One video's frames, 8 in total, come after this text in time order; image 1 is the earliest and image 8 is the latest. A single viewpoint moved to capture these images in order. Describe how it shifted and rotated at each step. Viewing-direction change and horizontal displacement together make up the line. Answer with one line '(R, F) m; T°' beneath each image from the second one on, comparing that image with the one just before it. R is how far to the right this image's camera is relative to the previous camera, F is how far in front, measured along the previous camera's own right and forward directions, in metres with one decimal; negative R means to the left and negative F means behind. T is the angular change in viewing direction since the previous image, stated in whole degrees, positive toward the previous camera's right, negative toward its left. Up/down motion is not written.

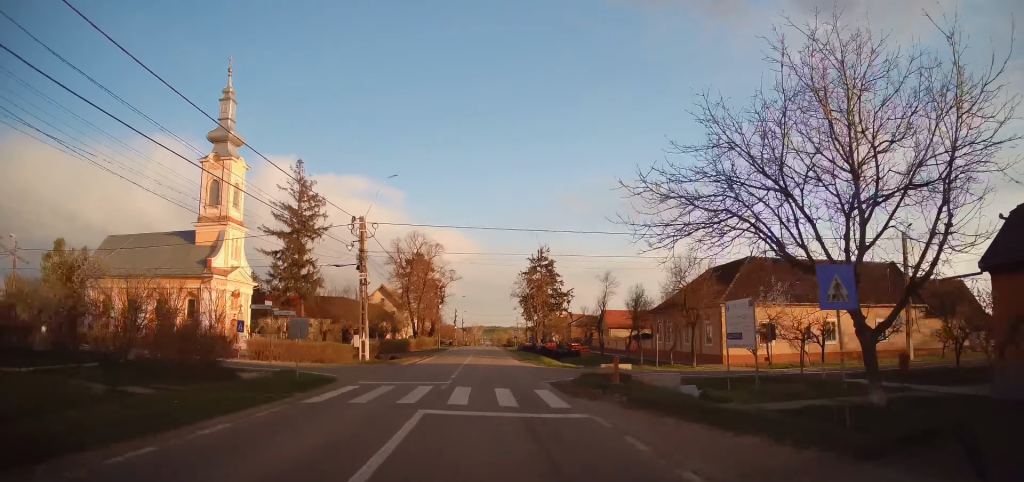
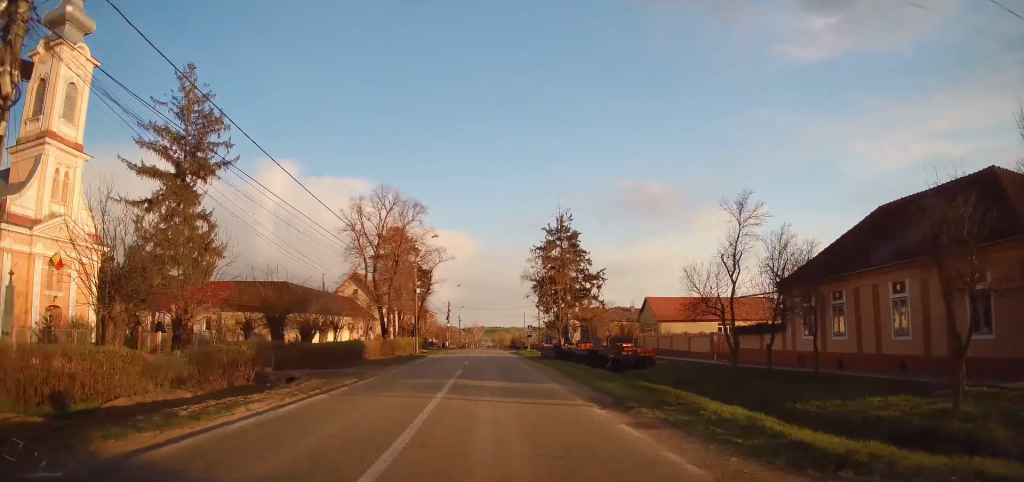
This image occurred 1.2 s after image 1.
(+0.1, +24.4) m; 0°
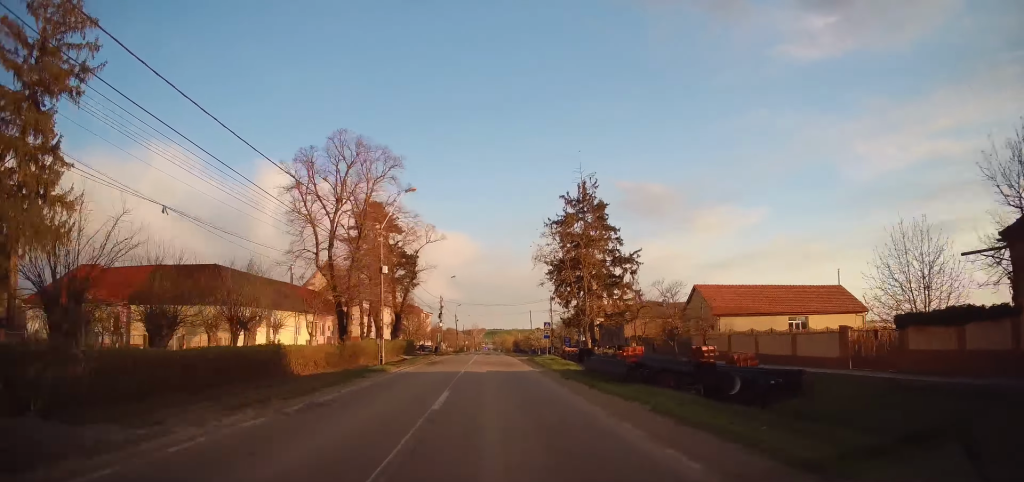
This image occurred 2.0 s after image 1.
(0.0, +16.0) m; -1°
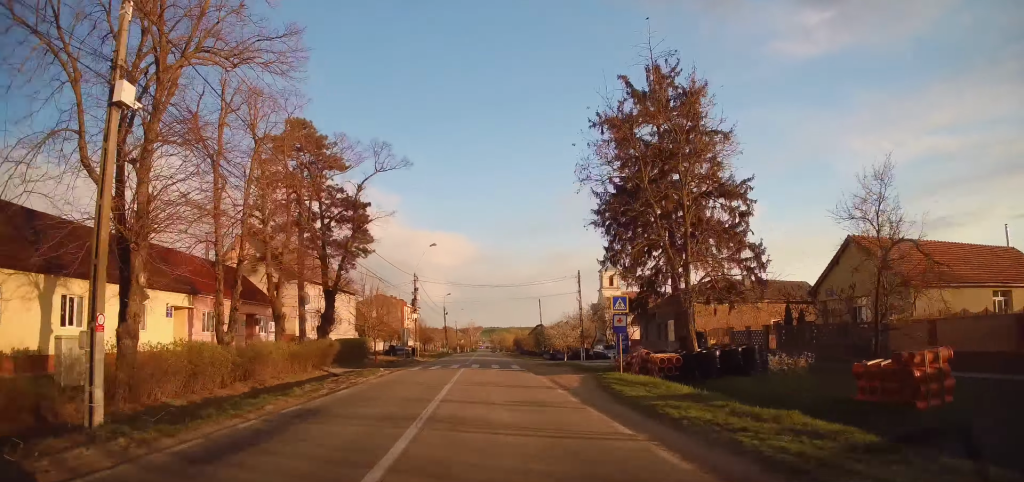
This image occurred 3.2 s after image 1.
(-0.3, +24.0) m; 0°
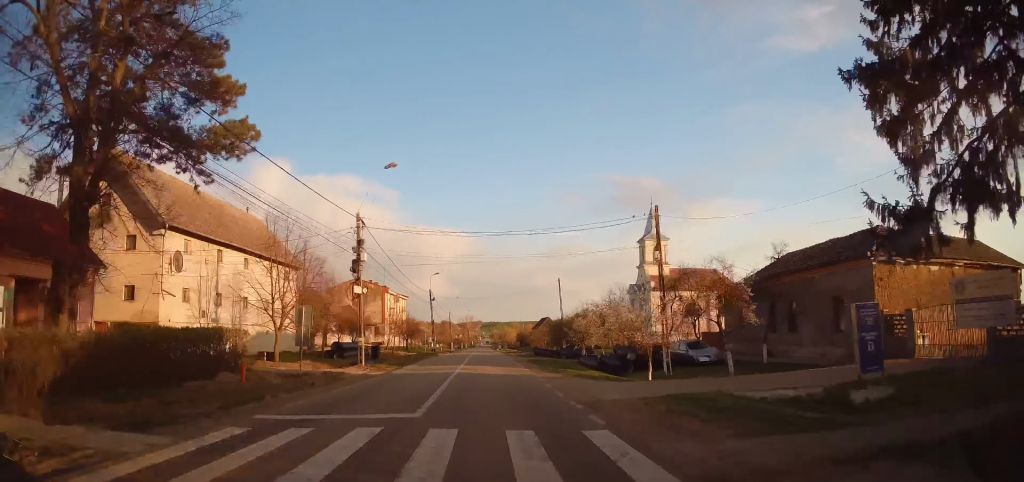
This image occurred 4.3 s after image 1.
(+0.4, +22.0) m; +1°
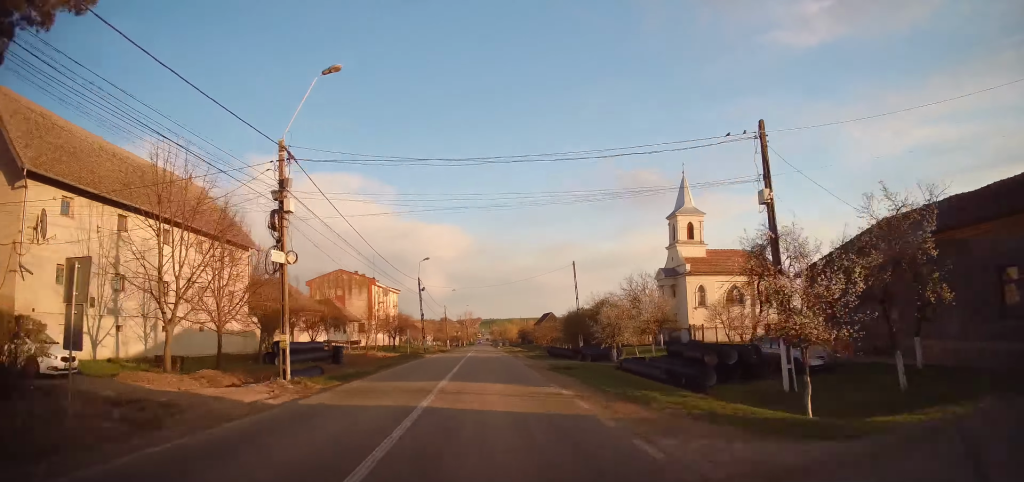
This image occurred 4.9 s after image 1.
(0.0, +10.6) m; -1°
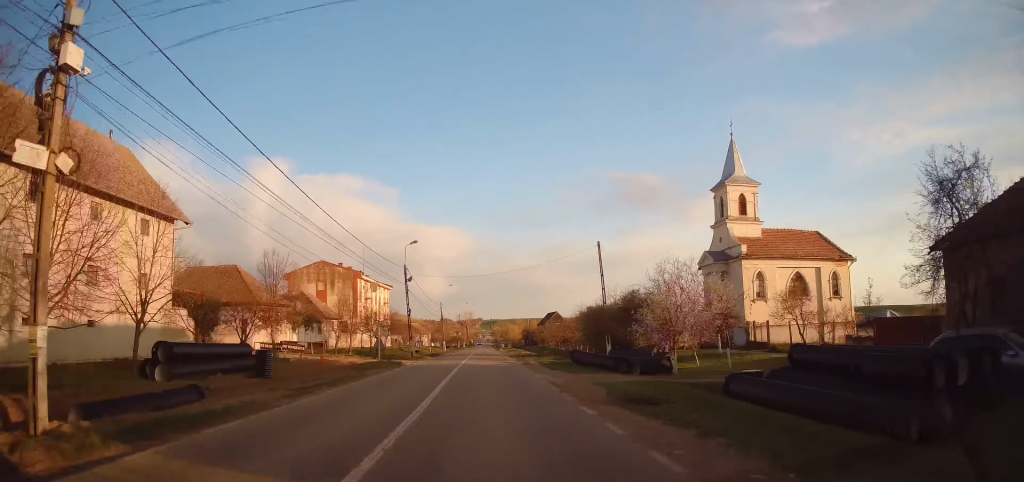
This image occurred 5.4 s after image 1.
(0.0, +10.6) m; 0°
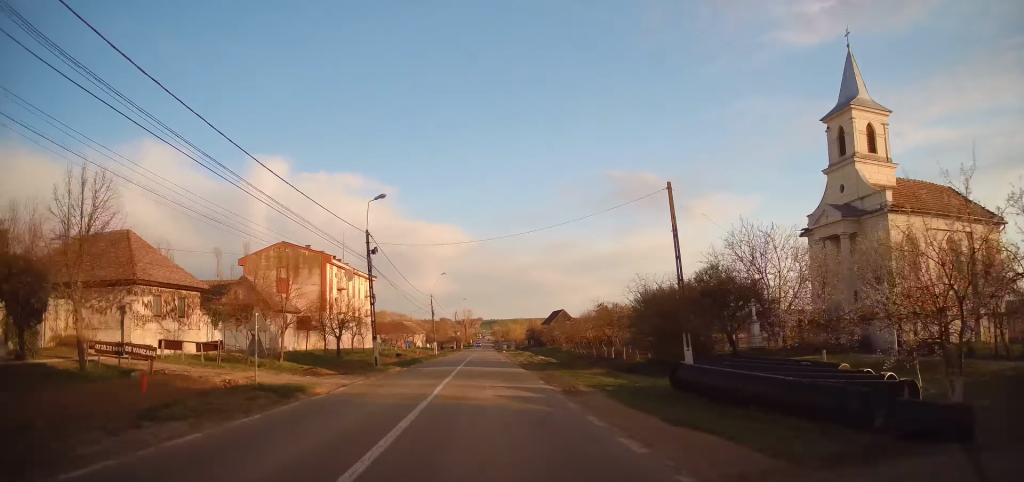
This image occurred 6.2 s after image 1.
(-0.2, +15.2) m; 0°
